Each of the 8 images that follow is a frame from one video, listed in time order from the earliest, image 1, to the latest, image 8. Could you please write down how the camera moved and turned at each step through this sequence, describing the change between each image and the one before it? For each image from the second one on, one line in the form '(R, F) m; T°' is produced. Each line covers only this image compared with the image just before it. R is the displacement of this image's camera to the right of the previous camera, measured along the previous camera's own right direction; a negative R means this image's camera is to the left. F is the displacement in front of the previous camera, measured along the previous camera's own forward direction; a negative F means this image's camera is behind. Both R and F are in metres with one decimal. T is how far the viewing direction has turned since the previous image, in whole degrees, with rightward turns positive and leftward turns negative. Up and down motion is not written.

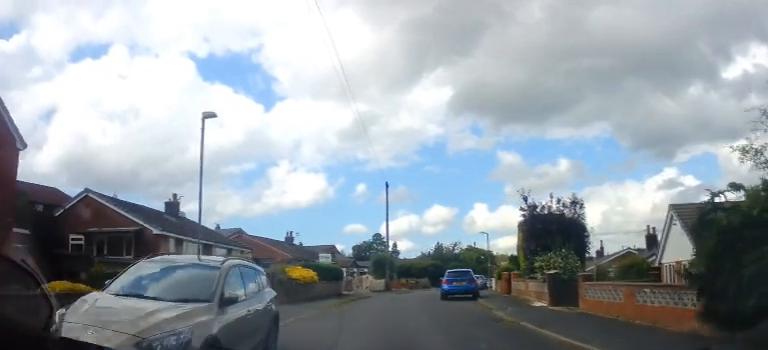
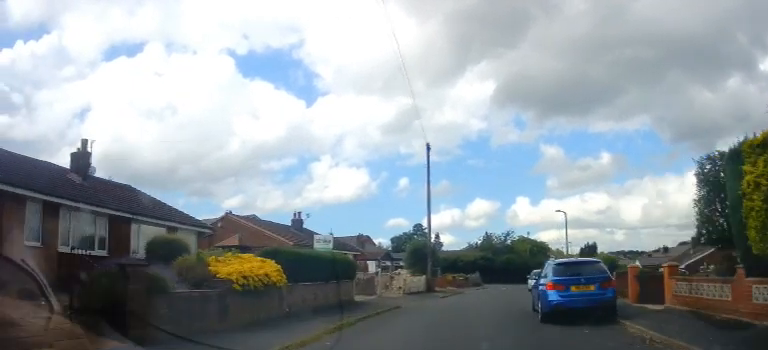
(-0.2, +11.7) m; -4°
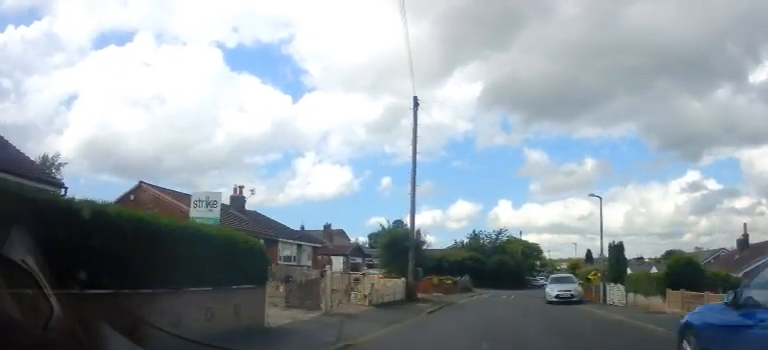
(0.0, +8.9) m; +3°
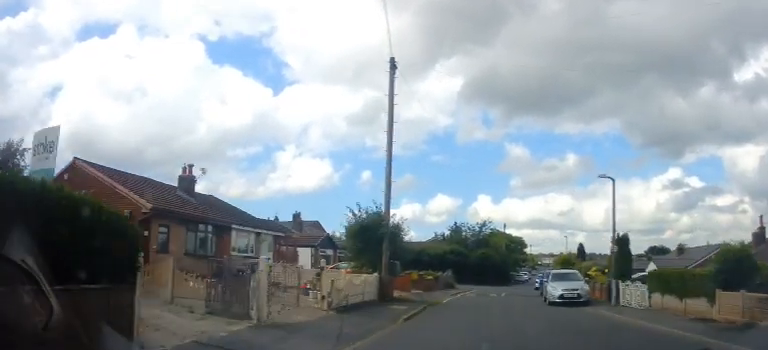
(0.0, +3.8) m; +3°
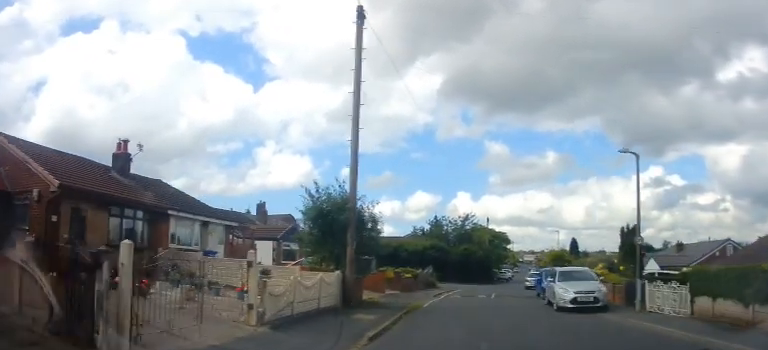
(+0.3, +4.1) m; +1°
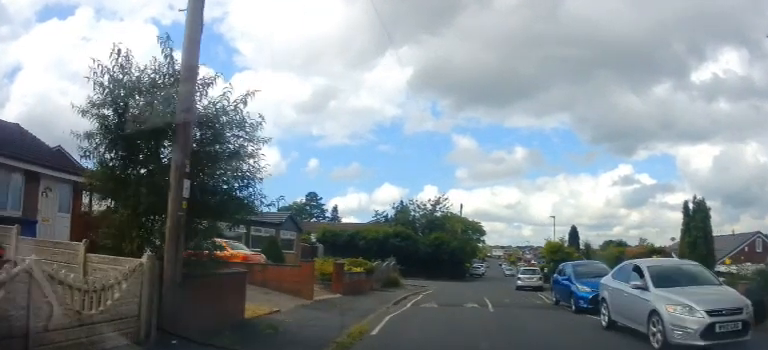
(-0.1, +9.1) m; +3°
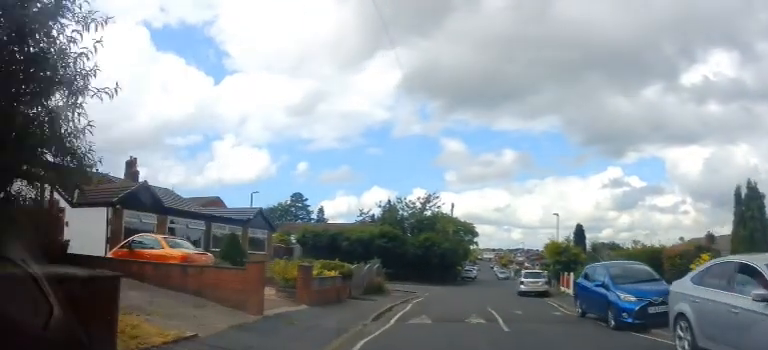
(+0.3, +3.7) m; +3°
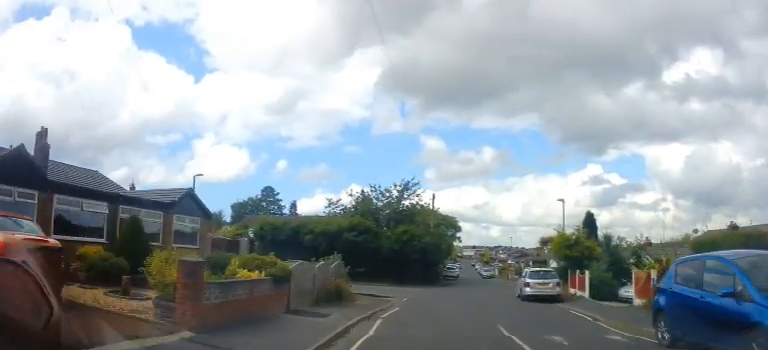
(+0.2, +5.9) m; +4°
